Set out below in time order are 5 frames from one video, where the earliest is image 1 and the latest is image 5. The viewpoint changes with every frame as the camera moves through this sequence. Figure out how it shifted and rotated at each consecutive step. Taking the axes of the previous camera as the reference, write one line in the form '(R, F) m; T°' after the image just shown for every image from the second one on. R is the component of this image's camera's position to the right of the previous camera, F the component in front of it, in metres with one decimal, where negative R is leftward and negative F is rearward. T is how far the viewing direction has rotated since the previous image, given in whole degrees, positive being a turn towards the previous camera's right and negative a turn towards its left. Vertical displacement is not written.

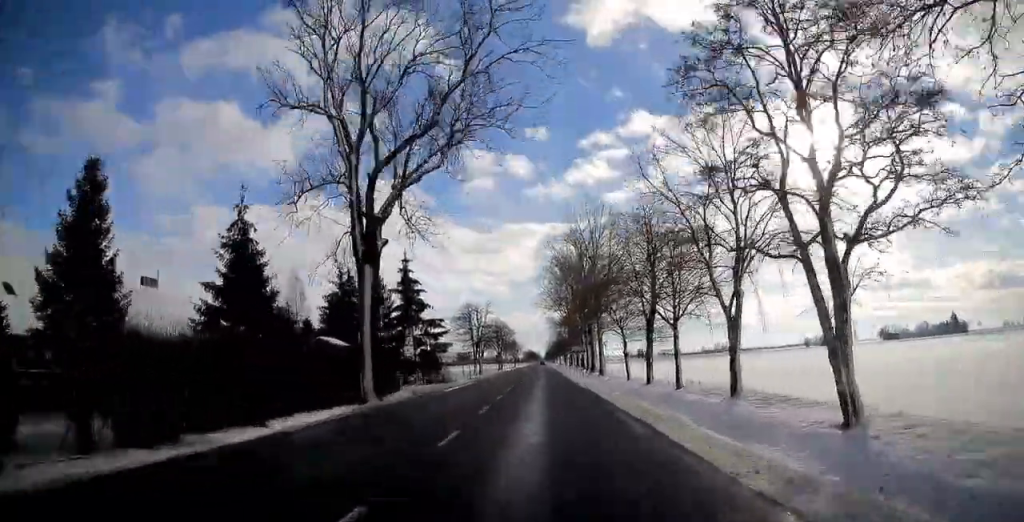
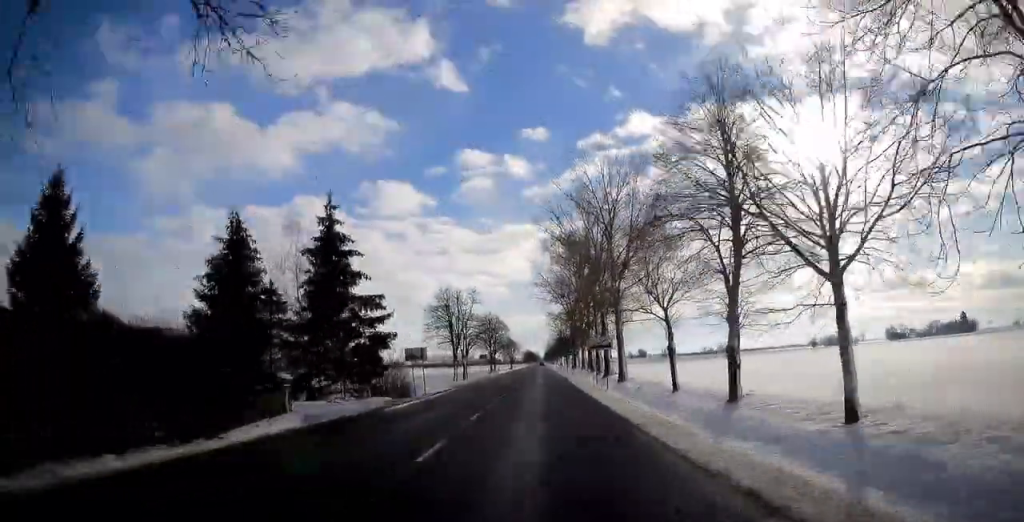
(0.0, +20.3) m; 0°
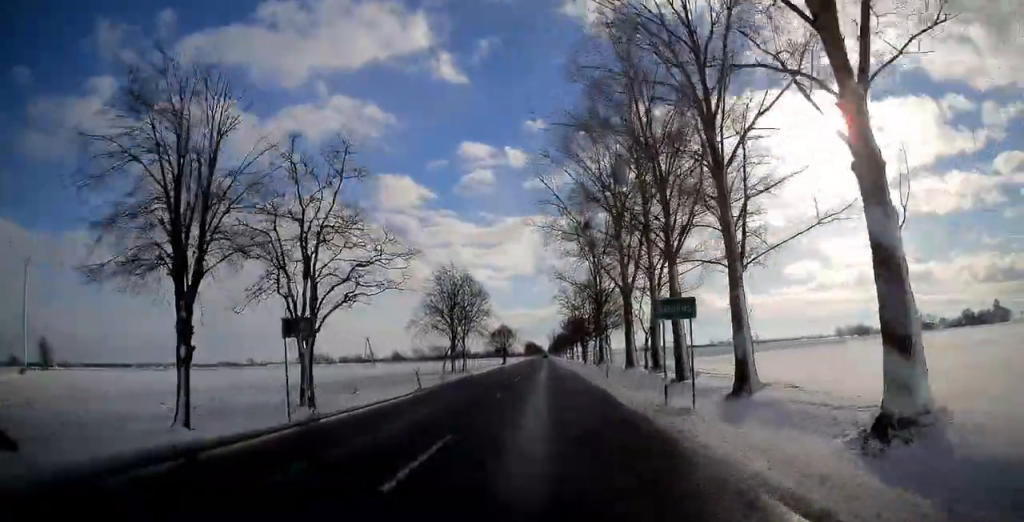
(+0.3, +54.1) m; 0°
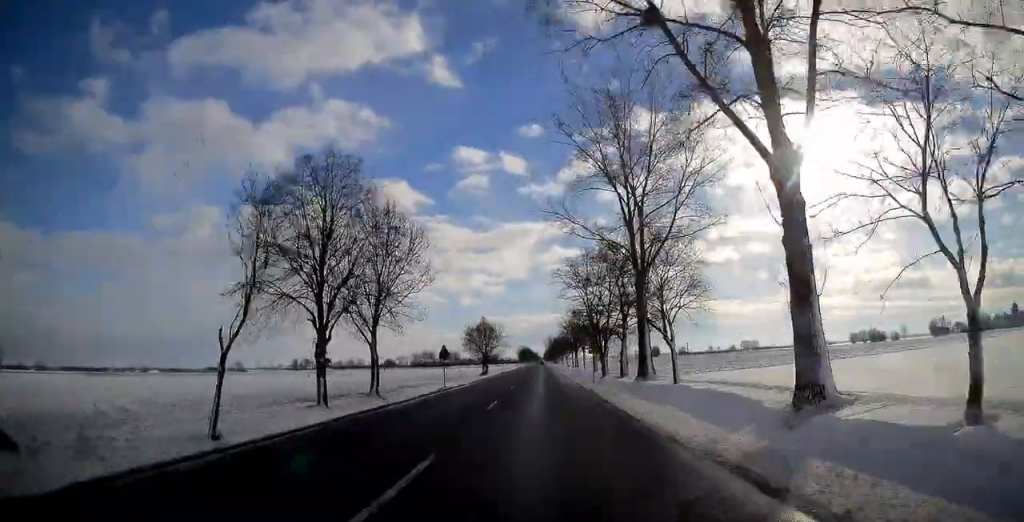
(-0.3, +38.2) m; 0°
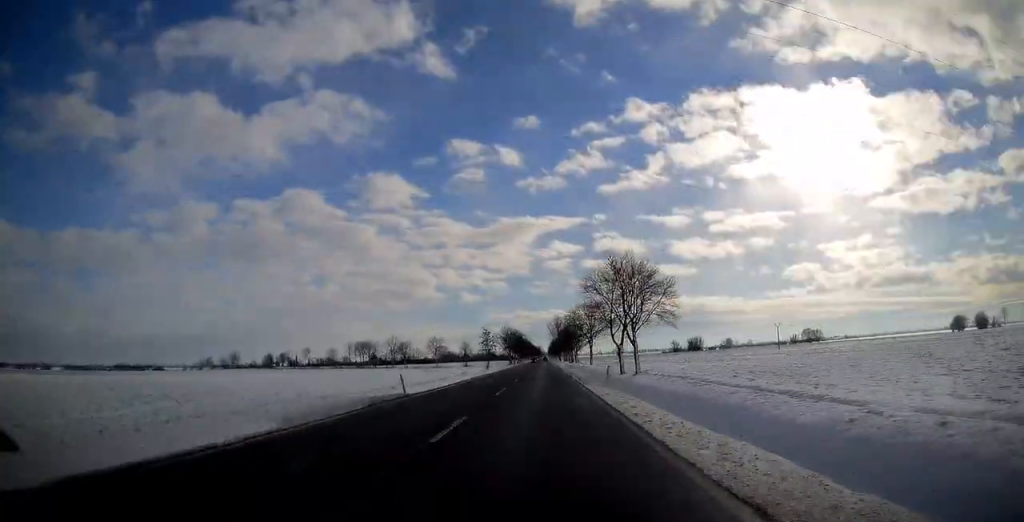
(0.0, +164.5) m; 0°
